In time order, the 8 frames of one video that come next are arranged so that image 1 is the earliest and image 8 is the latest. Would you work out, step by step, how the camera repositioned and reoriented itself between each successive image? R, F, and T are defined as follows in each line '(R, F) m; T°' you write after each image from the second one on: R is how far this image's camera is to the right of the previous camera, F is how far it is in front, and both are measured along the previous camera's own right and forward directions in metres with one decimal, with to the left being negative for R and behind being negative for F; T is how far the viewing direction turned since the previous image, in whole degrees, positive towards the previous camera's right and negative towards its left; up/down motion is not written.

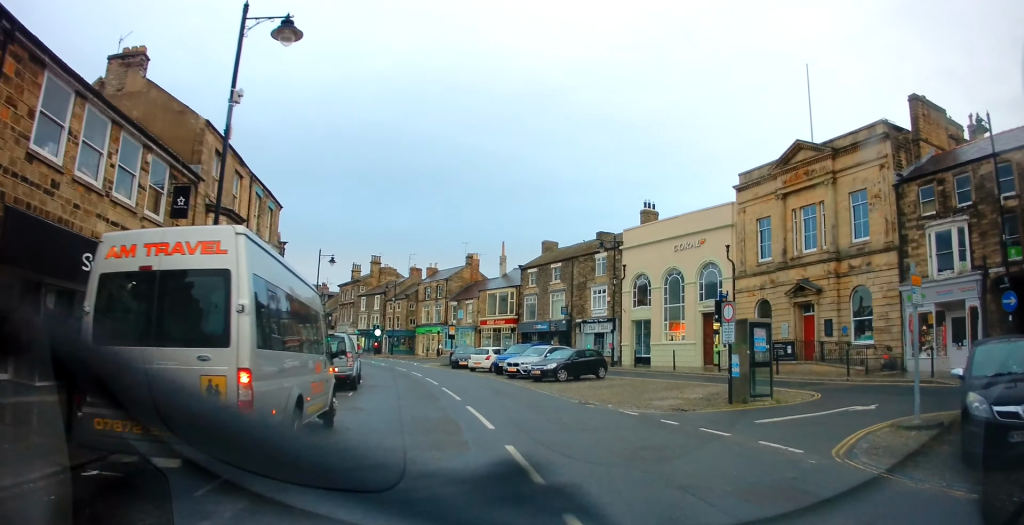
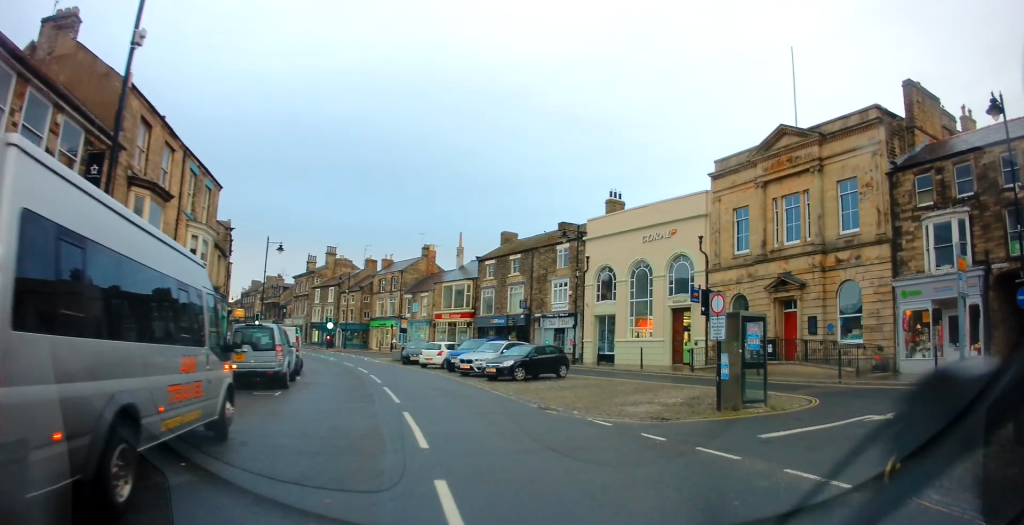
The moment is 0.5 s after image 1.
(+0.1, +2.1) m; +5°
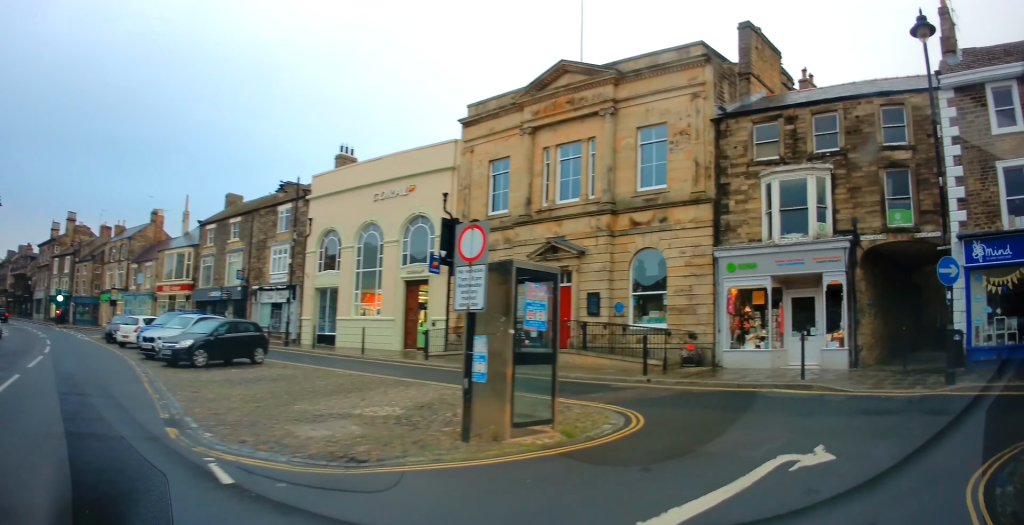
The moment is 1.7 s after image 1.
(+0.7, +5.7) m; +24°
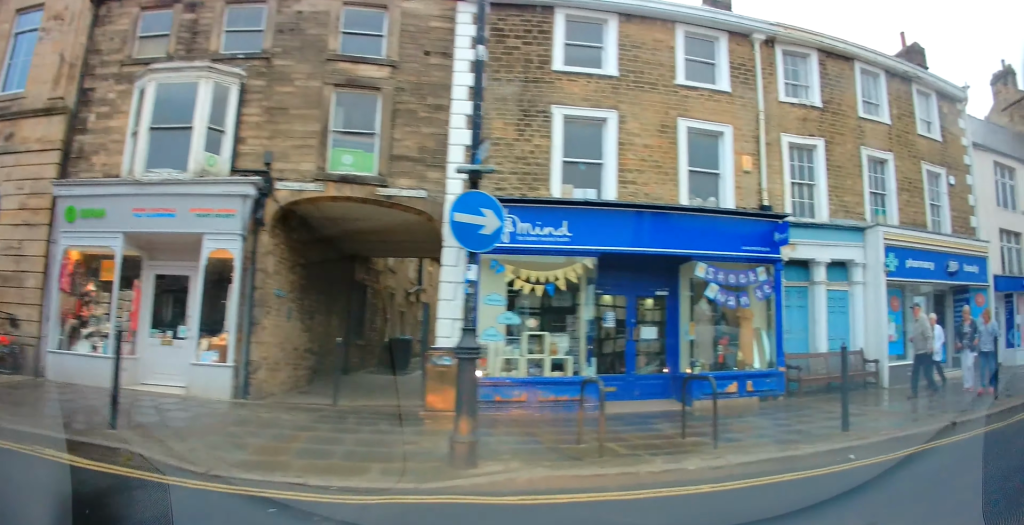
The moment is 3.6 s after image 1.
(+3.4, +5.7) m; +68°
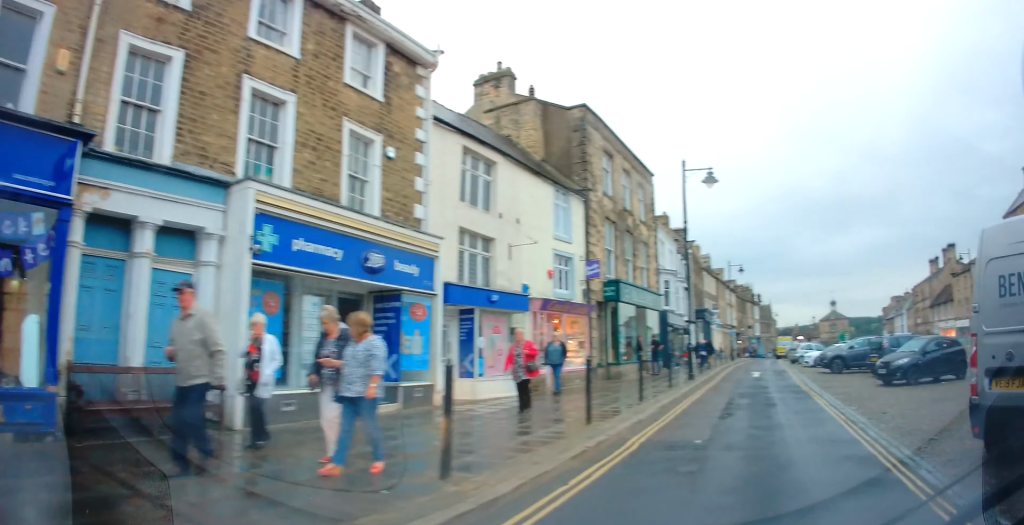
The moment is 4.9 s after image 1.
(+2.0, +4.0) m; +55°
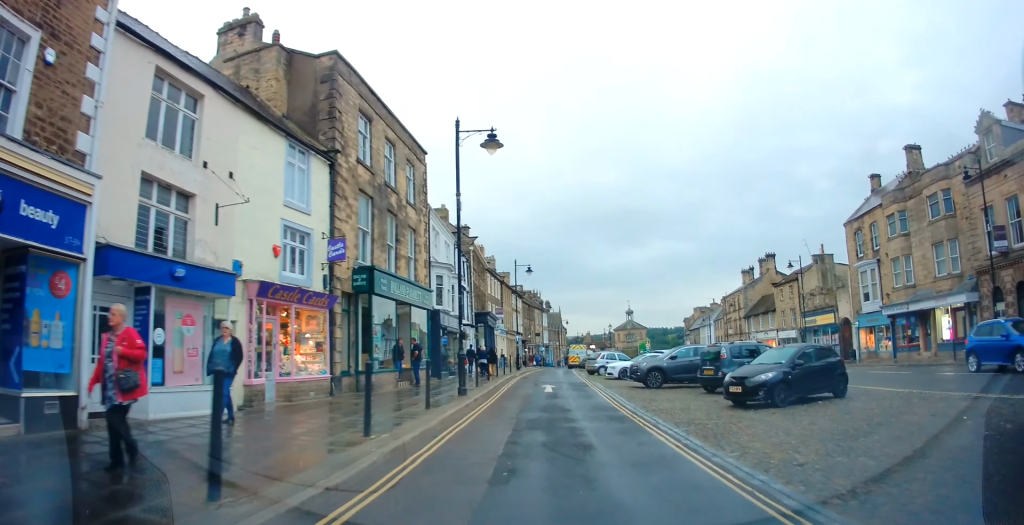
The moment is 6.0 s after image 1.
(+1.1, +4.2) m; +16°
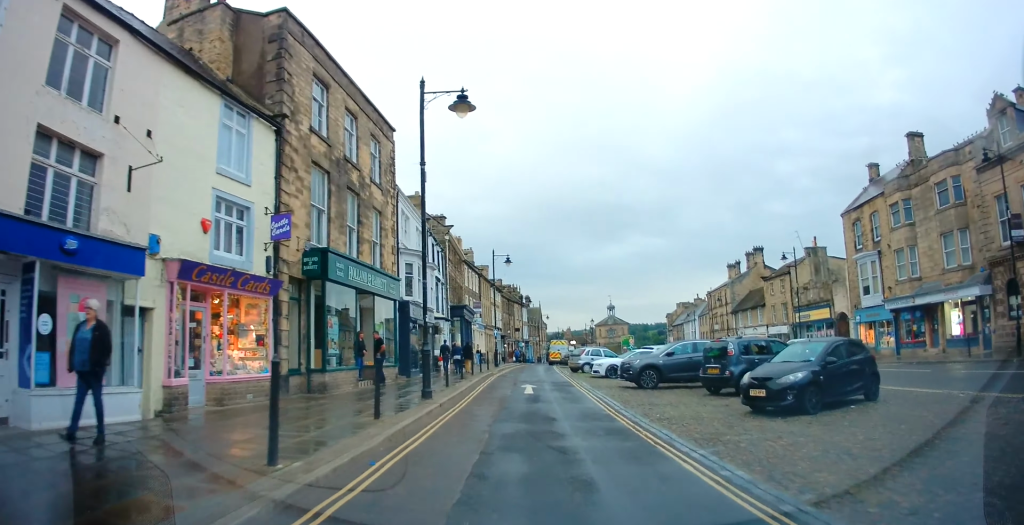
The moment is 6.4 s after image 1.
(0.0, +2.5) m; +2°
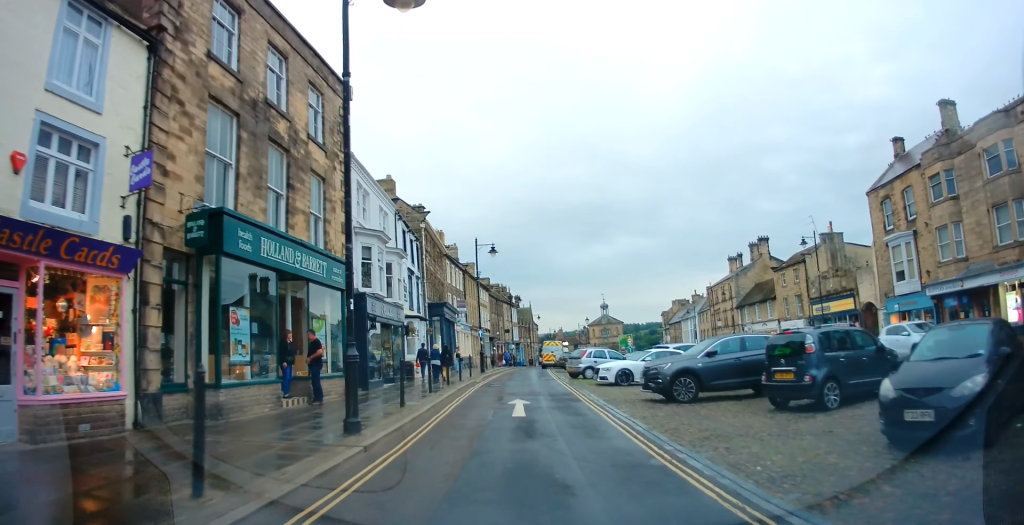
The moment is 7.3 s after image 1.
(+0.1, +4.9) m; +2°
